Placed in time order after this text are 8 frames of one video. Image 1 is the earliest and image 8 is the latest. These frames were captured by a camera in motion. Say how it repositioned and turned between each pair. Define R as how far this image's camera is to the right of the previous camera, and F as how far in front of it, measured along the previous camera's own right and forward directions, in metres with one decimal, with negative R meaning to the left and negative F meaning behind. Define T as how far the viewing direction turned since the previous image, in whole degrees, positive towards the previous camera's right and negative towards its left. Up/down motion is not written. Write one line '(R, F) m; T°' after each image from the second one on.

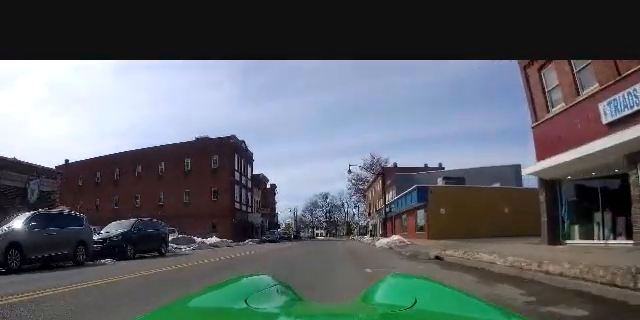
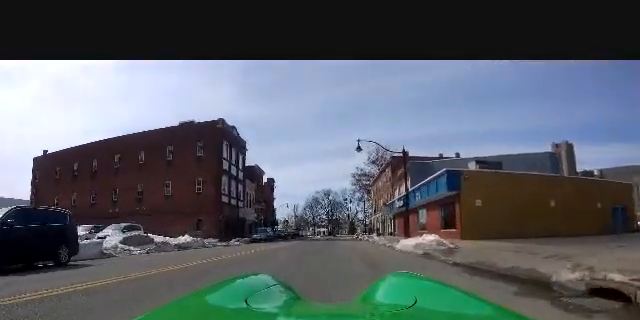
(+0.1, +7.2) m; -1°
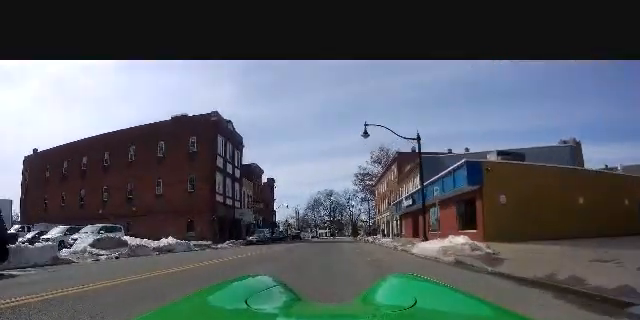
(+0.1, +3.3) m; -1°
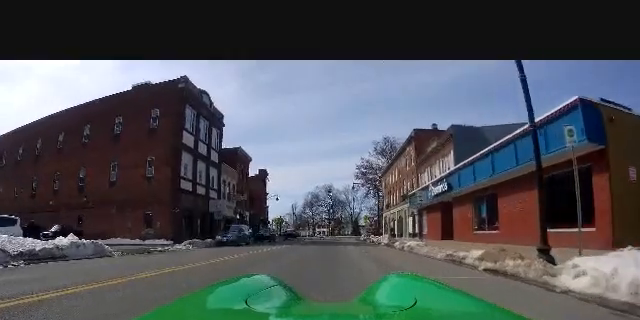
(-0.6, +10.5) m; -3°
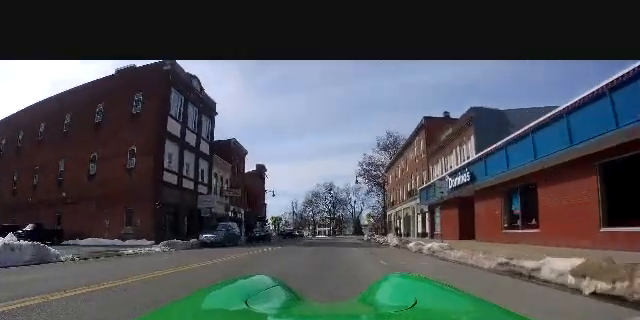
(-0.2, +3.9) m; +1°
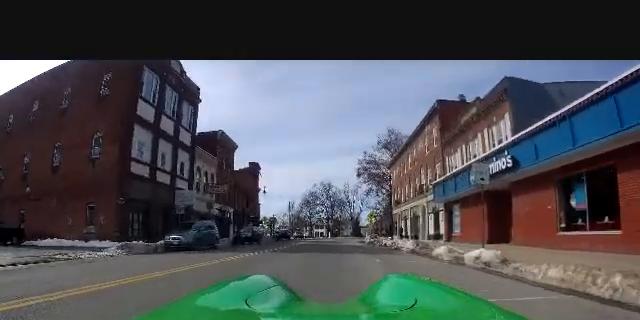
(+0.3, +5.0) m; 0°
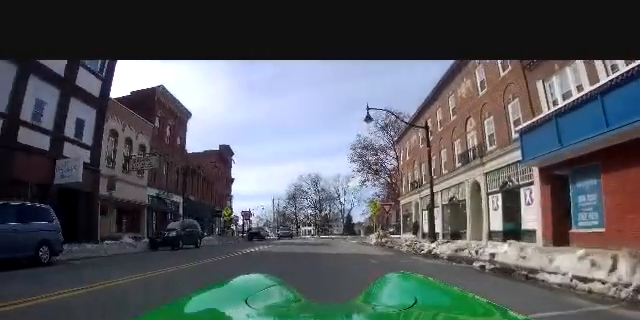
(+0.1, +14.5) m; +2°
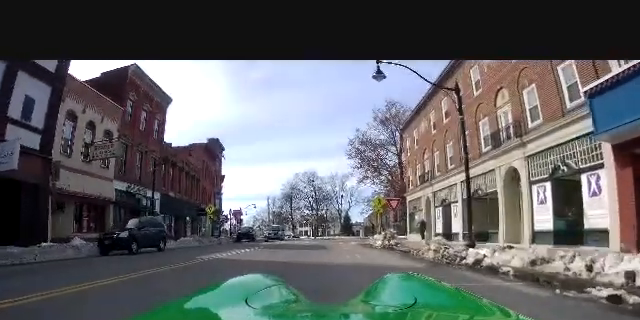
(+0.2, +4.6) m; +1°
